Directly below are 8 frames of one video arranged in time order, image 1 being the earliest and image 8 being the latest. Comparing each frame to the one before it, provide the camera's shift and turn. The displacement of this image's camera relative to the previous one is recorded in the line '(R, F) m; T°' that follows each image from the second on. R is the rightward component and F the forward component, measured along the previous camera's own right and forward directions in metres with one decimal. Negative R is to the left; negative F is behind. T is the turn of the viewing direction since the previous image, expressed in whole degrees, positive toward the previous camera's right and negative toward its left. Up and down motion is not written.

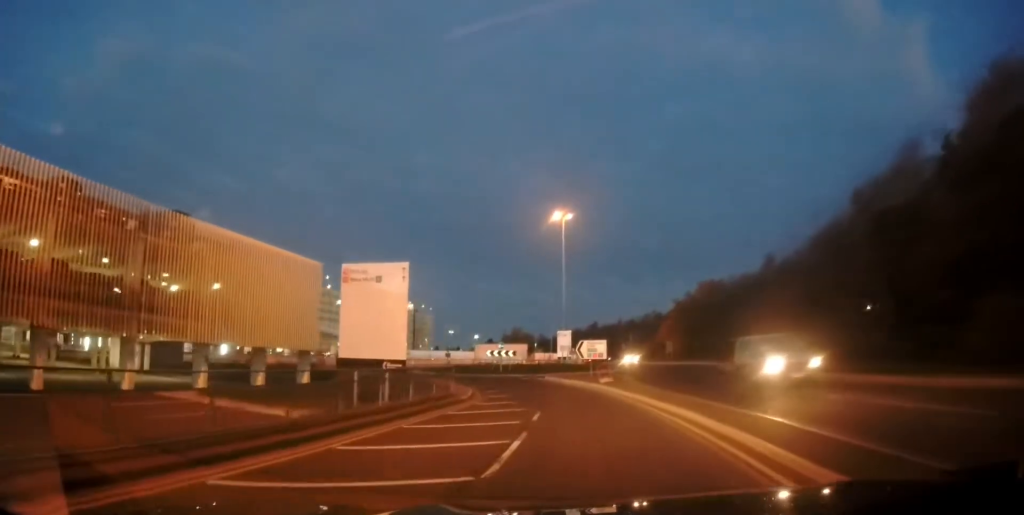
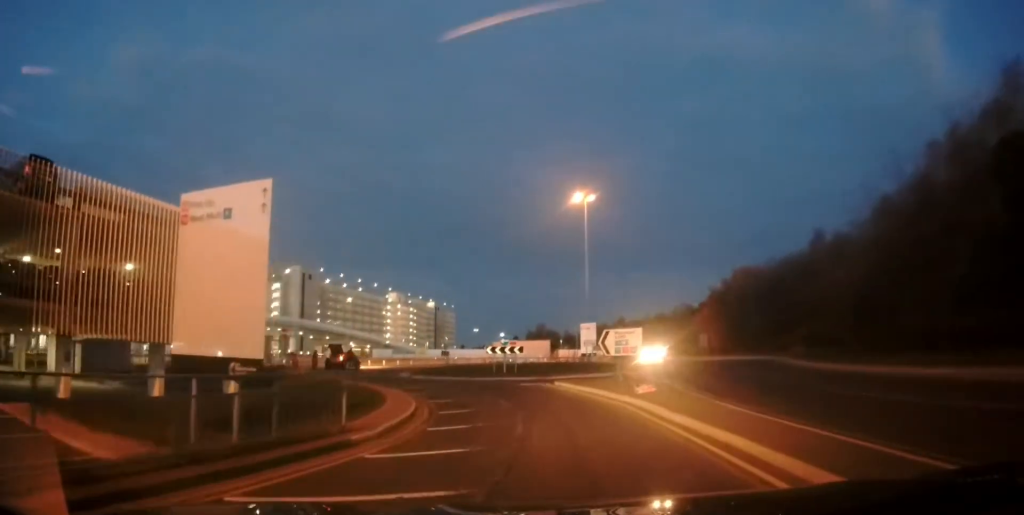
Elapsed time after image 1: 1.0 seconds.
(-0.1, +9.5) m; -4°
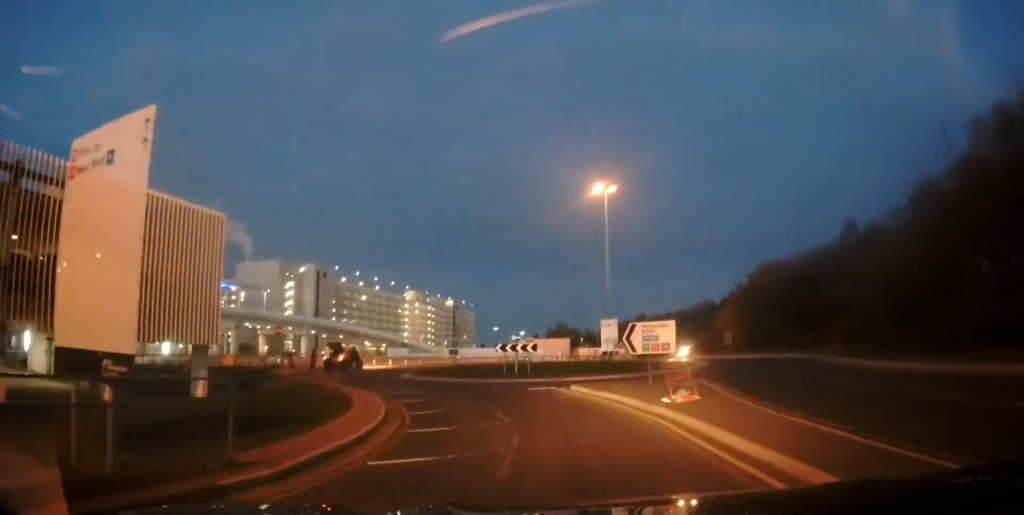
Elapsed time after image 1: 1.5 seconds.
(0.0, +3.9) m; -3°
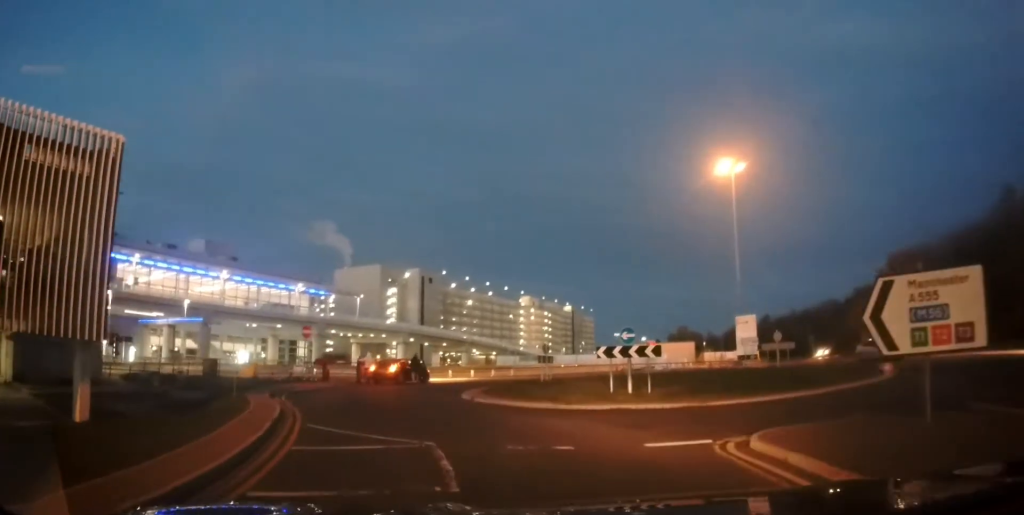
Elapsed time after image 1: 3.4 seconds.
(-1.4, +11.6) m; -16°
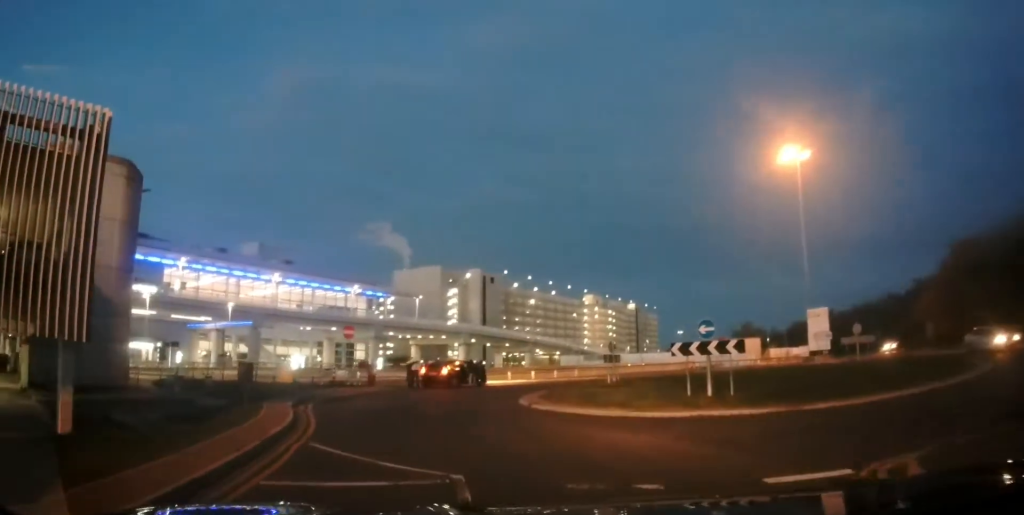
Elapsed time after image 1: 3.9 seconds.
(-0.2, +2.7) m; -6°
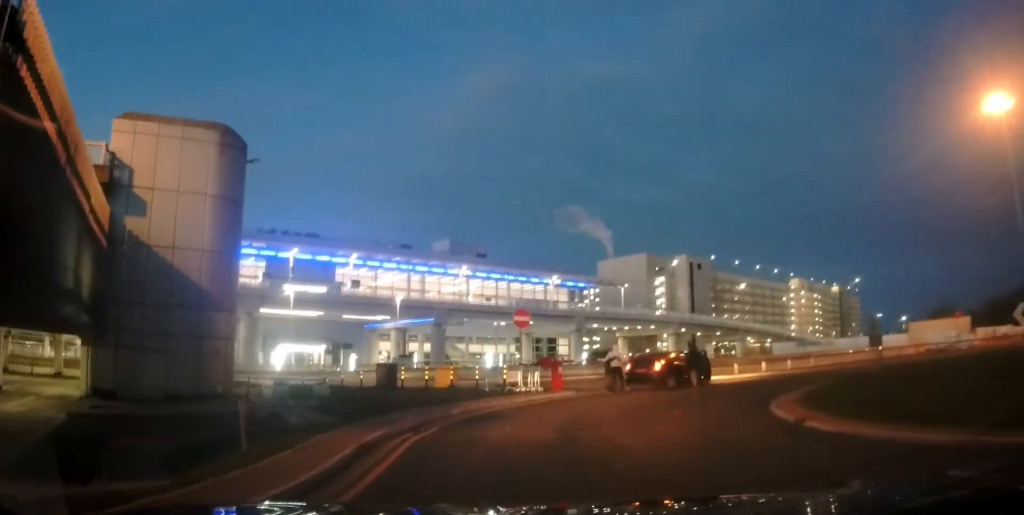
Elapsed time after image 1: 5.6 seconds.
(-1.4, +7.7) m; -22°
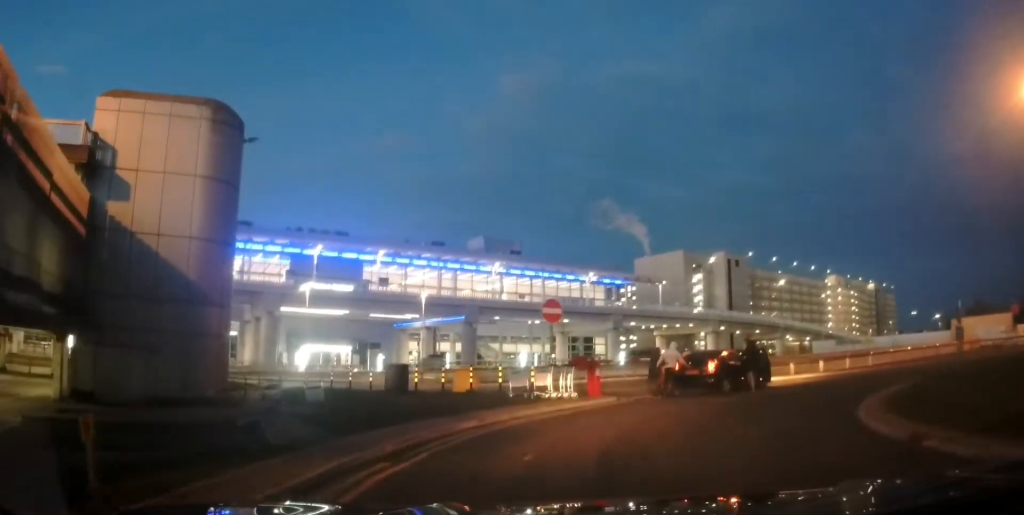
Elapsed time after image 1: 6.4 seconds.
(-0.4, +3.5) m; +5°
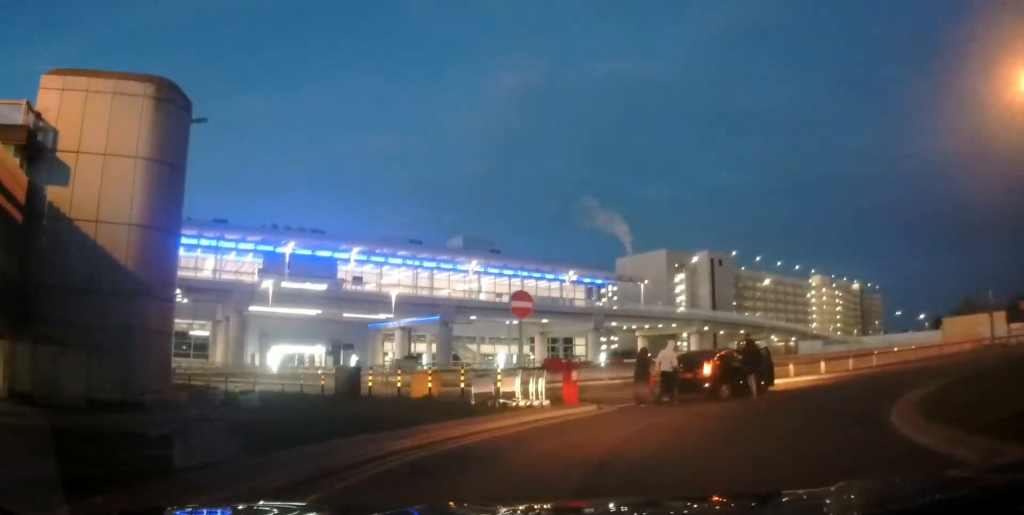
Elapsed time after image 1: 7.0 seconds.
(+0.3, +2.5) m; +5°
